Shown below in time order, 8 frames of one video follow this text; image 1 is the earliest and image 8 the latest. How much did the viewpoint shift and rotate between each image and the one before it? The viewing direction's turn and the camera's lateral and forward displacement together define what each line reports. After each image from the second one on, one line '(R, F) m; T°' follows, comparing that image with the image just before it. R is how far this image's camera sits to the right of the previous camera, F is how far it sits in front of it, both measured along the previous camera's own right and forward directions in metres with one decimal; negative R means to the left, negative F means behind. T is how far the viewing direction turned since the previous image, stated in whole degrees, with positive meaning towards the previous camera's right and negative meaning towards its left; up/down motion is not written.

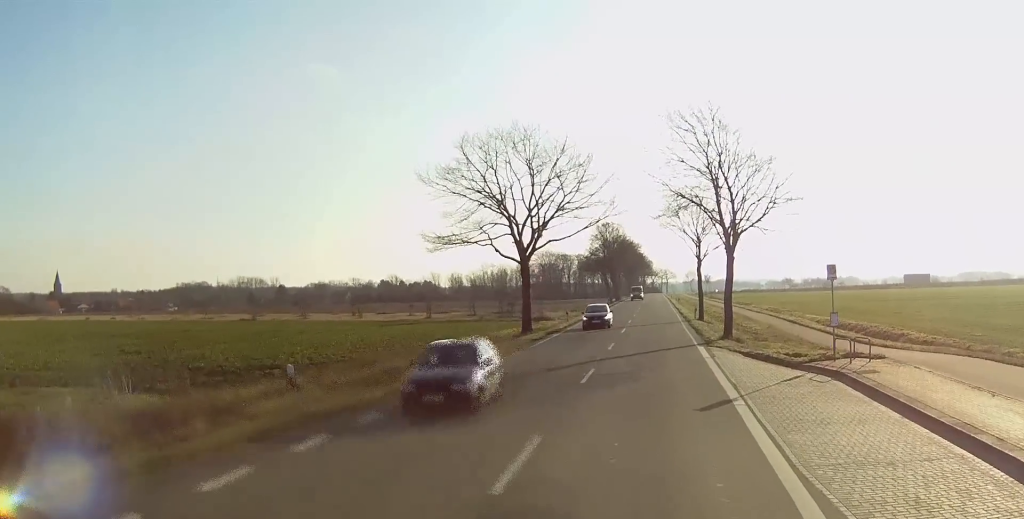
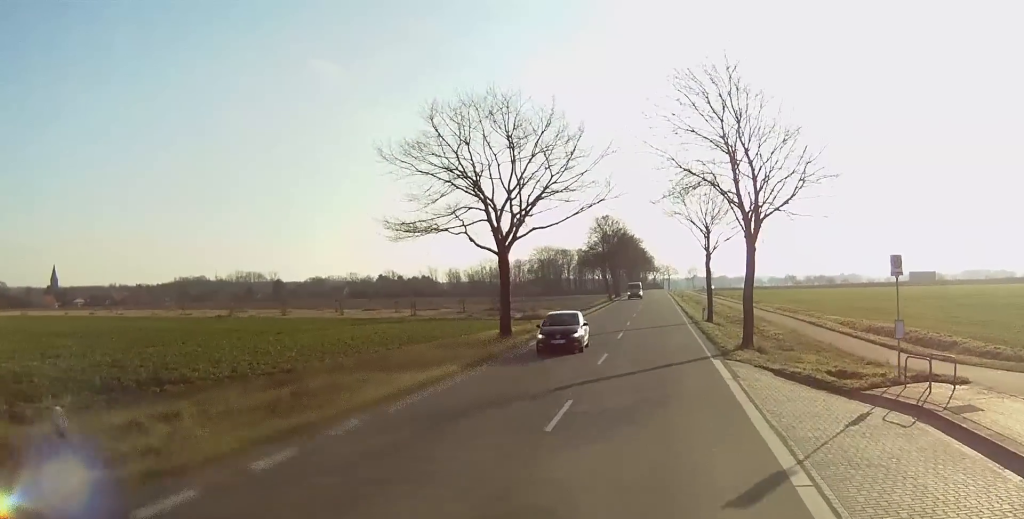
(0.0, +7.5) m; +1°
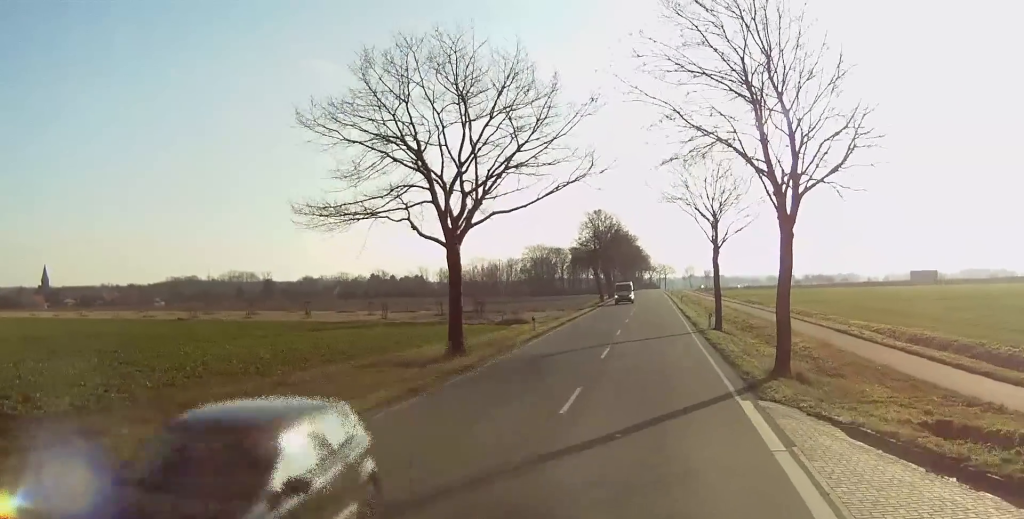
(+0.2, +9.5) m; +1°
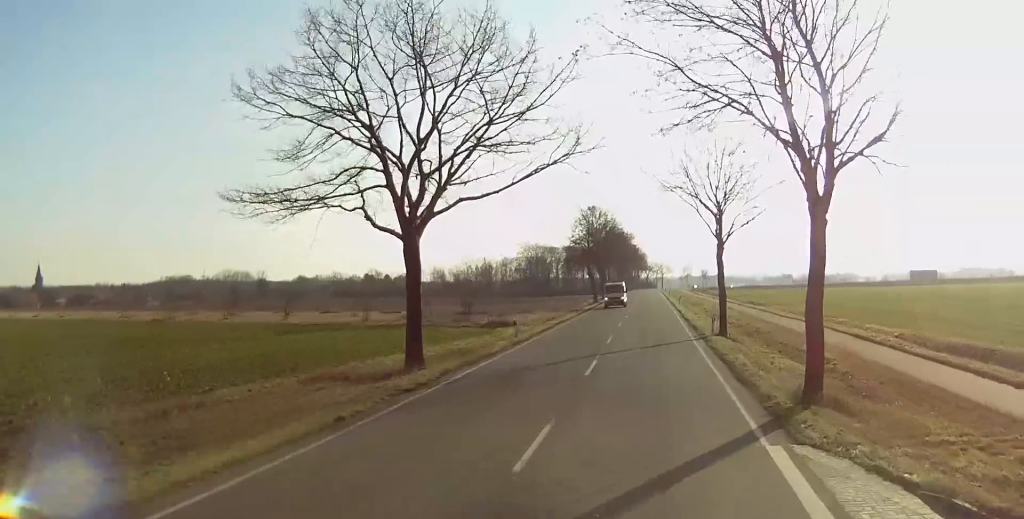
(0.0, +4.9) m; 0°
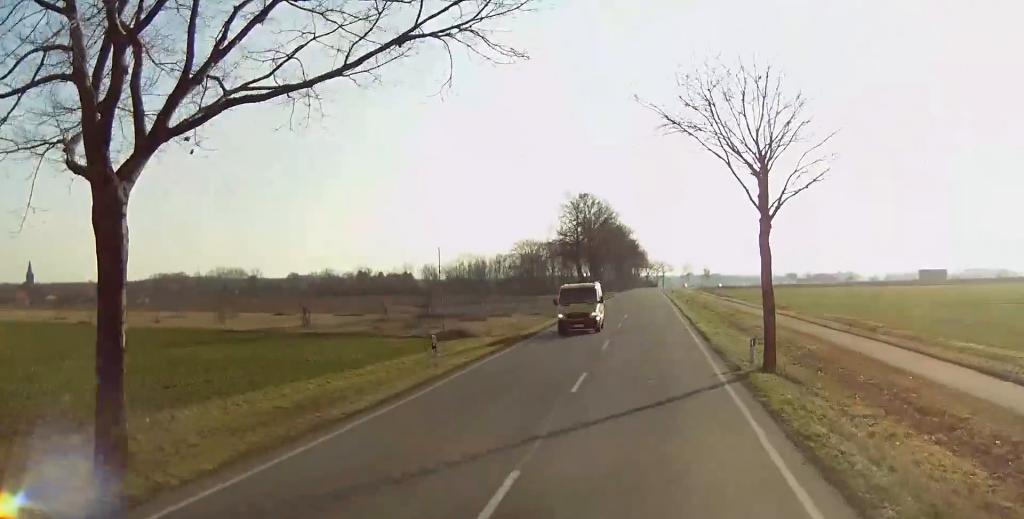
(-0.2, +15.2) m; -1°
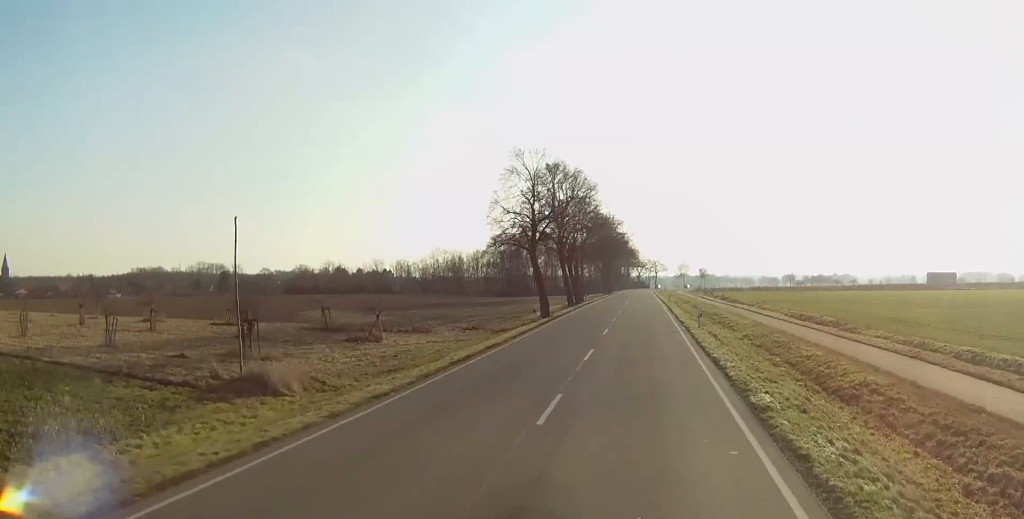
(-0.2, +27.4) m; 0°
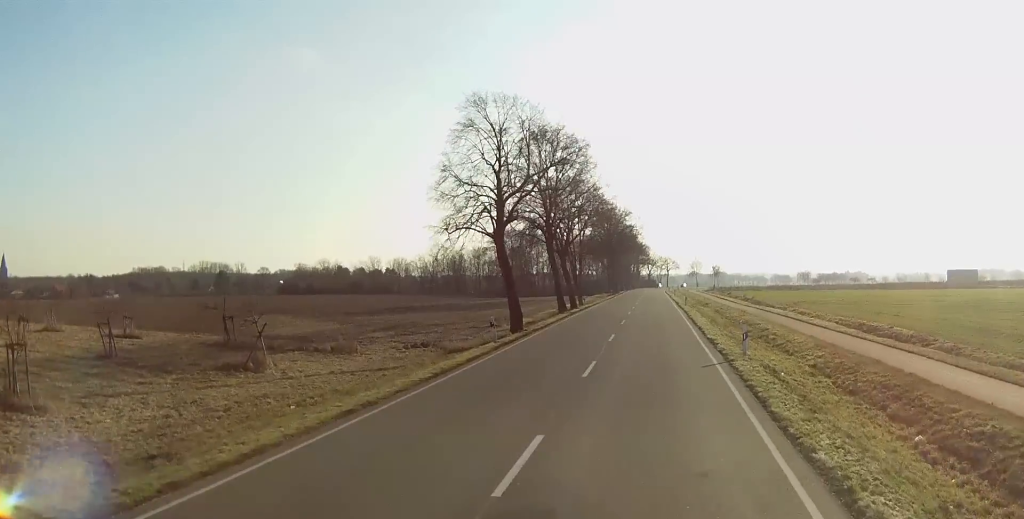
(+0.2, +16.6) m; 0°
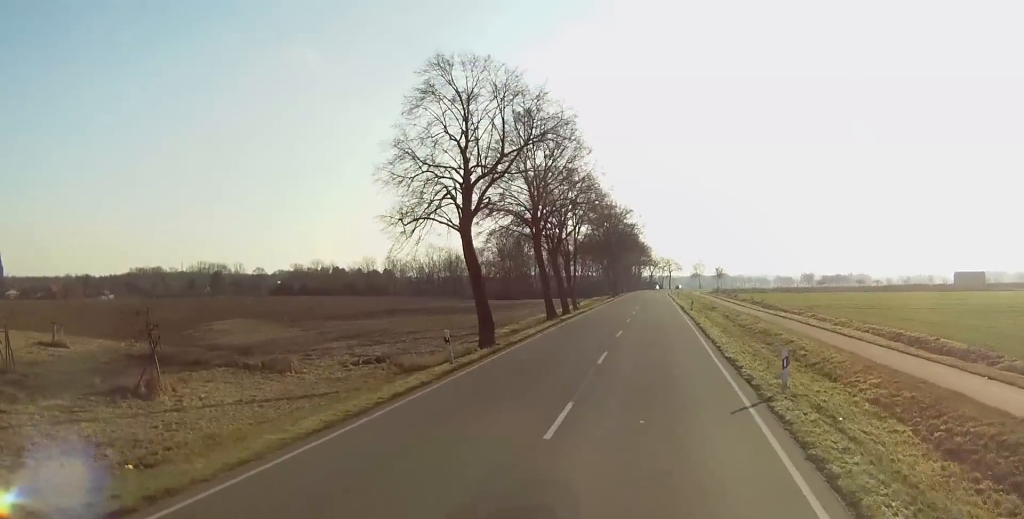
(0.0, +7.8) m; 0°
